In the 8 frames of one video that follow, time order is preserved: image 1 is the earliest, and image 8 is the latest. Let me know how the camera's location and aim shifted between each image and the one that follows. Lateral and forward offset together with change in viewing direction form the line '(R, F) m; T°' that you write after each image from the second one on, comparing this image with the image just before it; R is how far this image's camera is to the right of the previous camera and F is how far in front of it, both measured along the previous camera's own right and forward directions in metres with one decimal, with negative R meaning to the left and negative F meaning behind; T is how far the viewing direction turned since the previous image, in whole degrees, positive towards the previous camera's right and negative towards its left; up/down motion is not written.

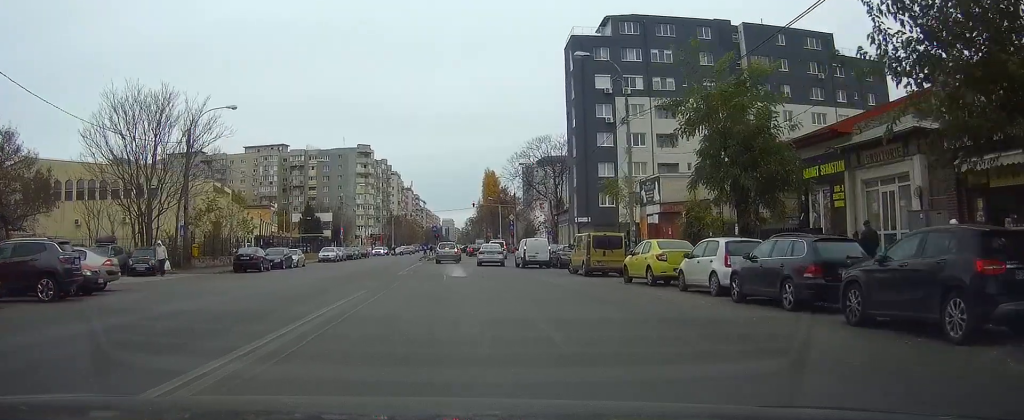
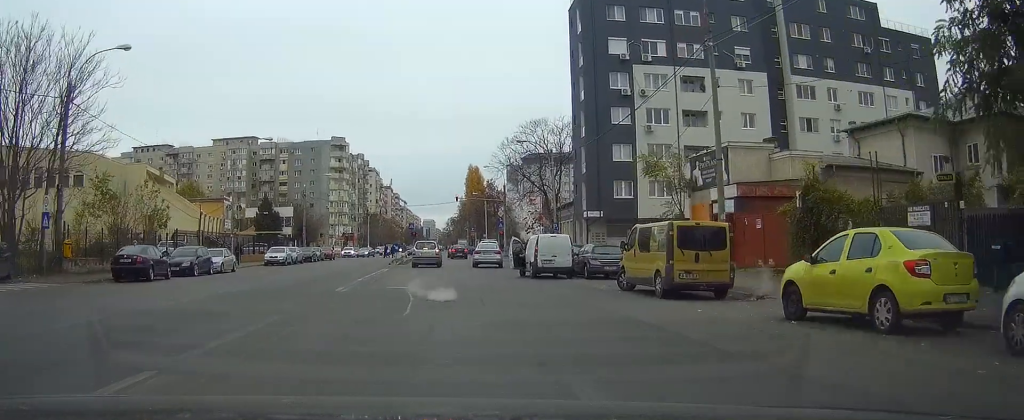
(0.0, +14.1) m; +1°
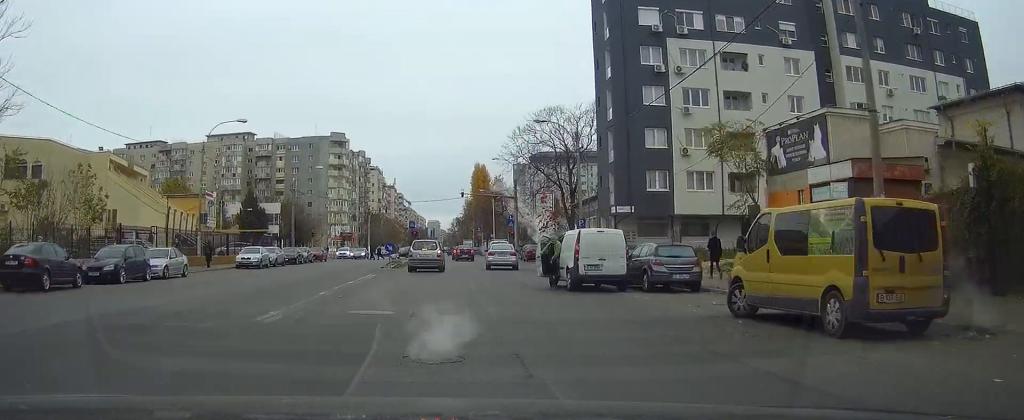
(+0.1, +9.0) m; +1°
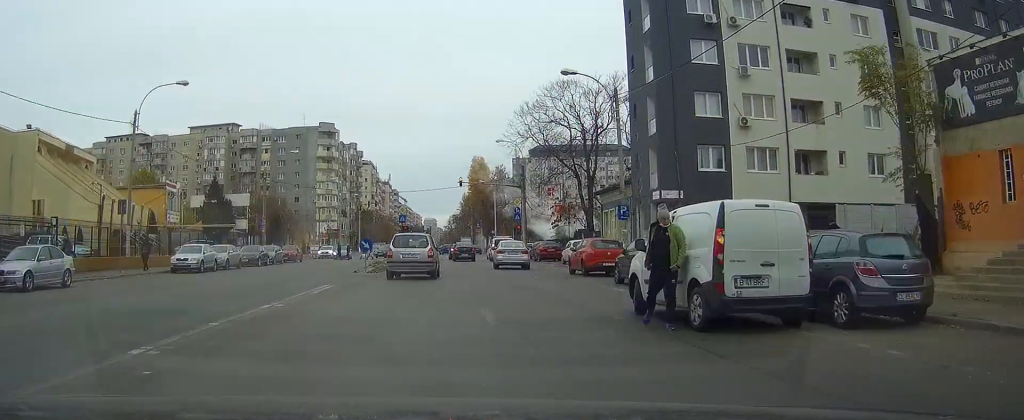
(0.0, +11.8) m; 0°
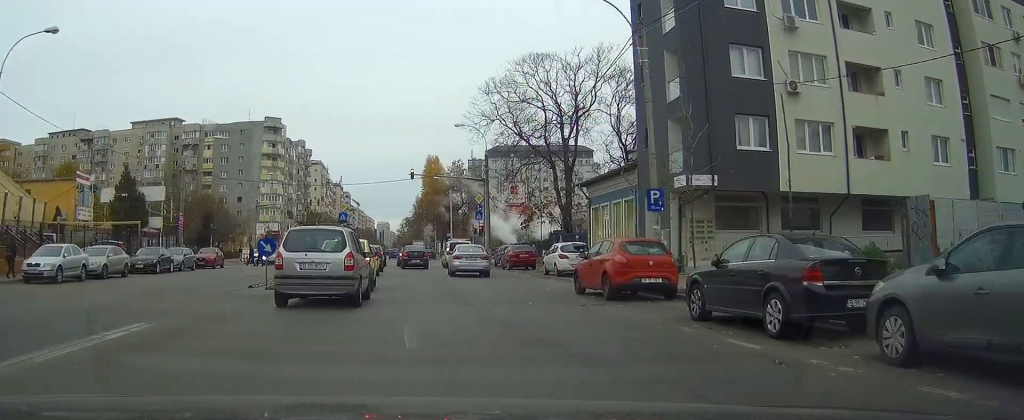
(+0.1, +11.1) m; +2°
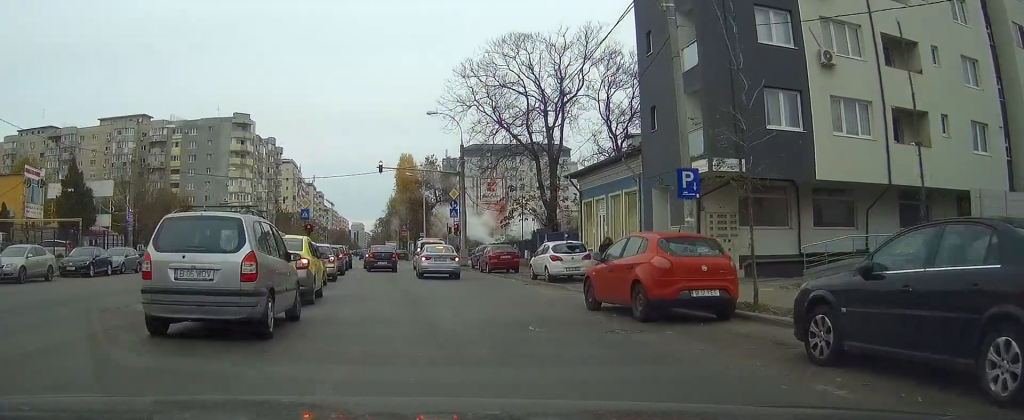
(+0.1, +5.3) m; +2°
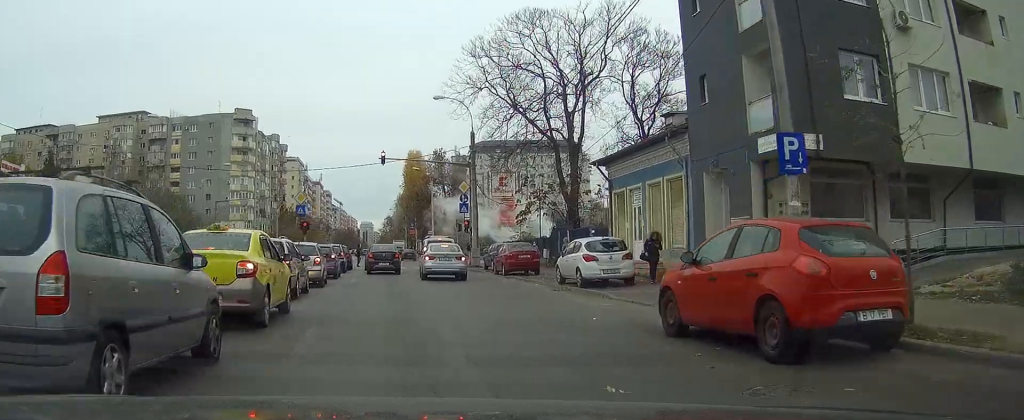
(+0.1, +4.7) m; 0°
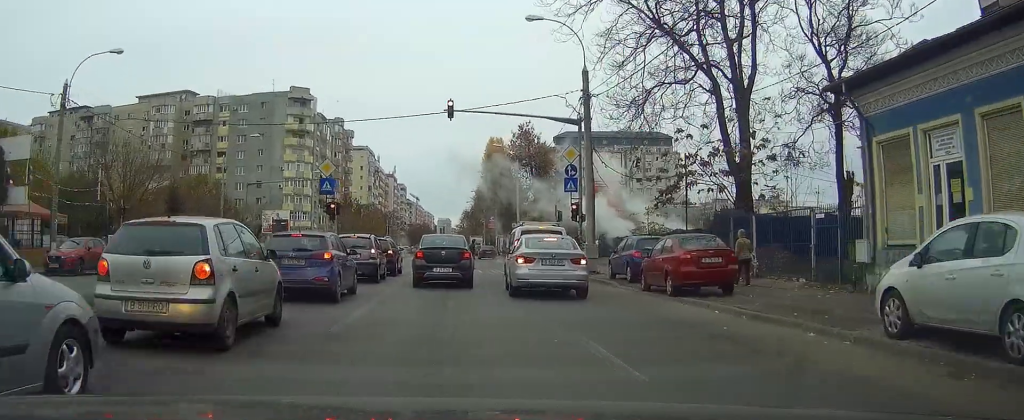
(-0.4, +15.8) m; -6°
